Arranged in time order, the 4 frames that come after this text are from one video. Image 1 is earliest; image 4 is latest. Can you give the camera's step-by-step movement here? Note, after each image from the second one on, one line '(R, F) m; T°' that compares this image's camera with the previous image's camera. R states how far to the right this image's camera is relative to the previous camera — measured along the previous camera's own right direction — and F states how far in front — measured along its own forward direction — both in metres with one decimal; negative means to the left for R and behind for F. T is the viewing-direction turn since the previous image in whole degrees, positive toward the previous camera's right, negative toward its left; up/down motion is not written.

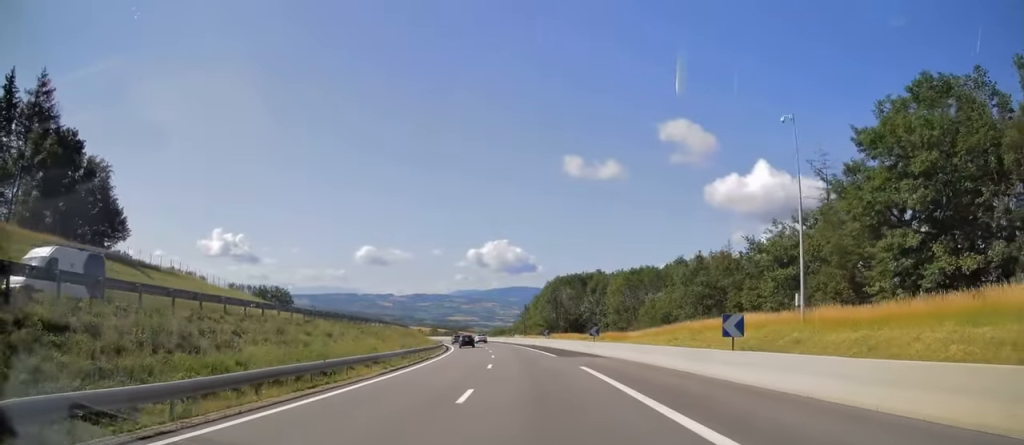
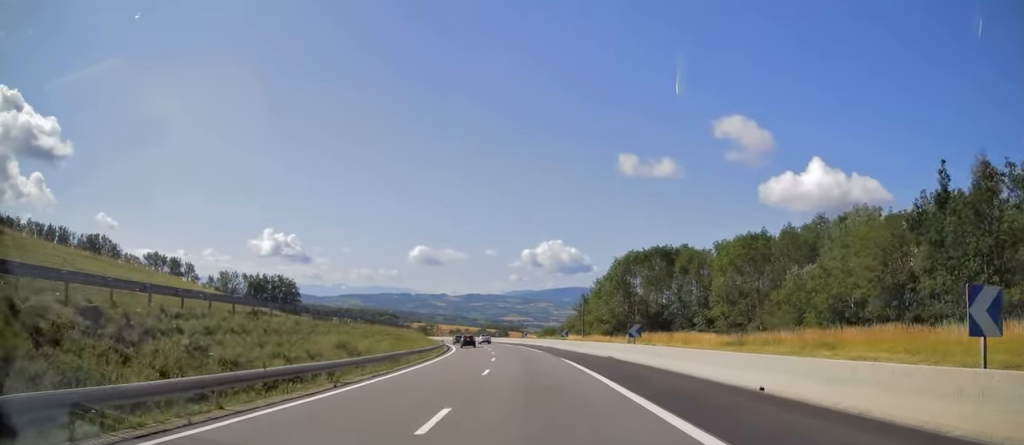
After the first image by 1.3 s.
(-1.9, +42.6) m; -5°
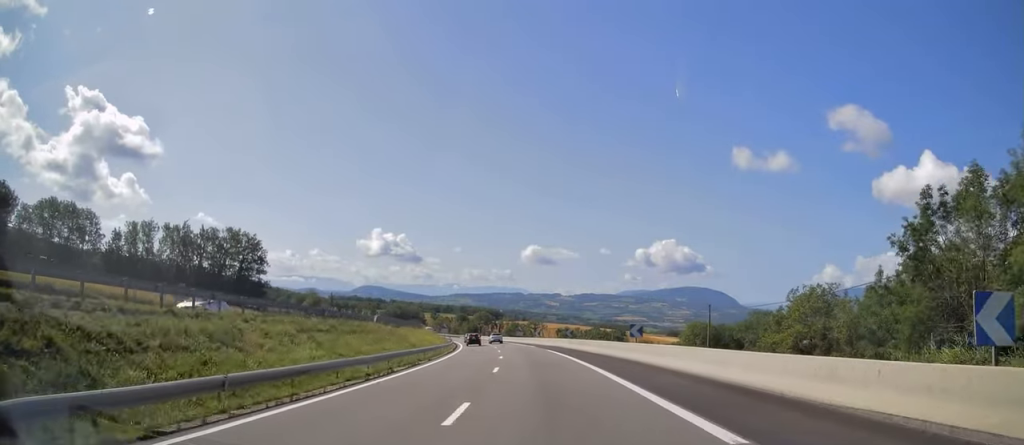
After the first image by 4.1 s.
(-8.5, +89.1) m; -11°
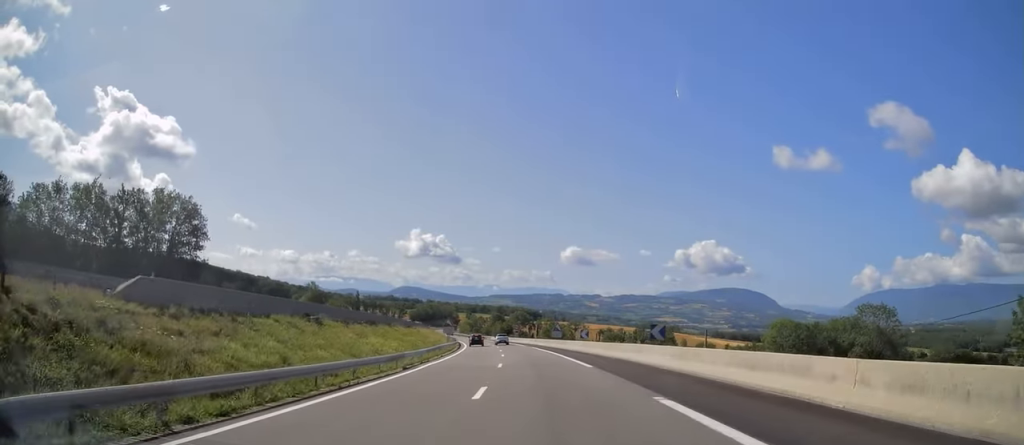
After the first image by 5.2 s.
(-1.2, +34.6) m; -4°
